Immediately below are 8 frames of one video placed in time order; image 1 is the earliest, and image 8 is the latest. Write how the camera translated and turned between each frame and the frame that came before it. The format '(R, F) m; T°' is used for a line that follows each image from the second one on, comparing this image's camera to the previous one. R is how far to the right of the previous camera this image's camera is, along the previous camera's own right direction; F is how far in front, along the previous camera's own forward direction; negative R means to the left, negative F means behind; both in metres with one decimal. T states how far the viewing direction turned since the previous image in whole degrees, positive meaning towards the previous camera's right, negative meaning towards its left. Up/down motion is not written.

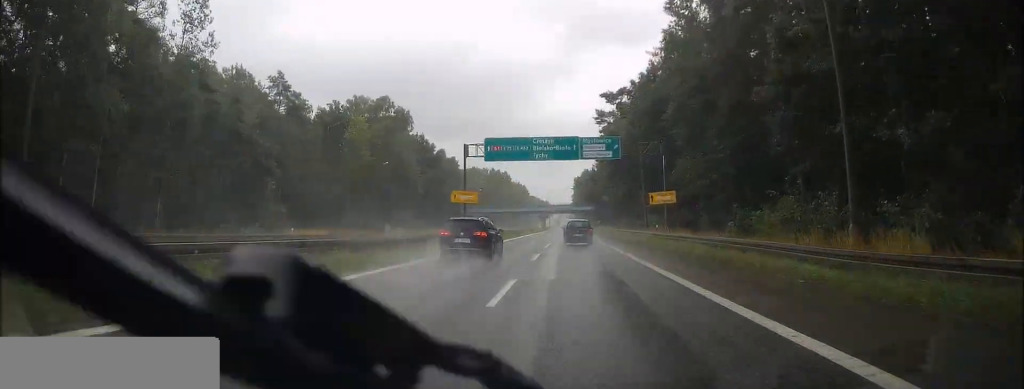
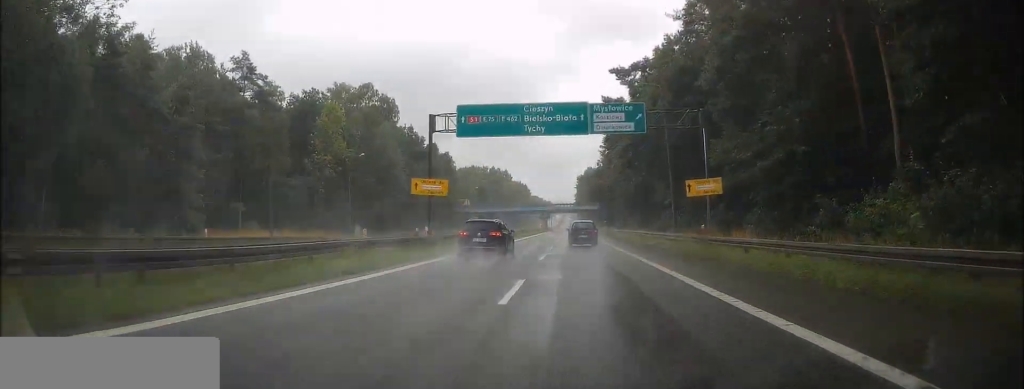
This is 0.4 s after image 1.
(0.0, +11.5) m; 0°
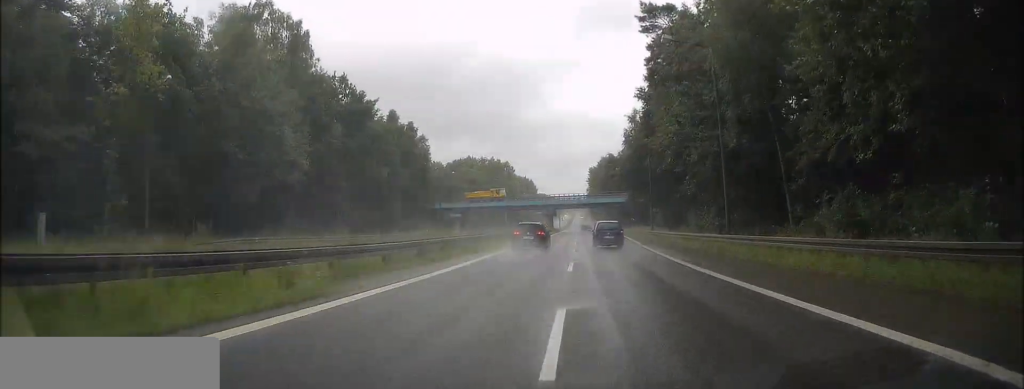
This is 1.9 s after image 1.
(-0.3, +40.5) m; 0°
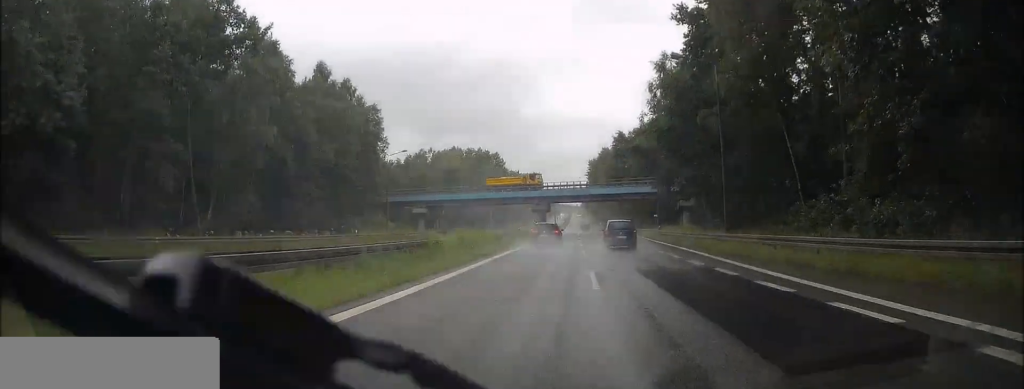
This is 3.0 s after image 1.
(0.0, +28.8) m; 0°
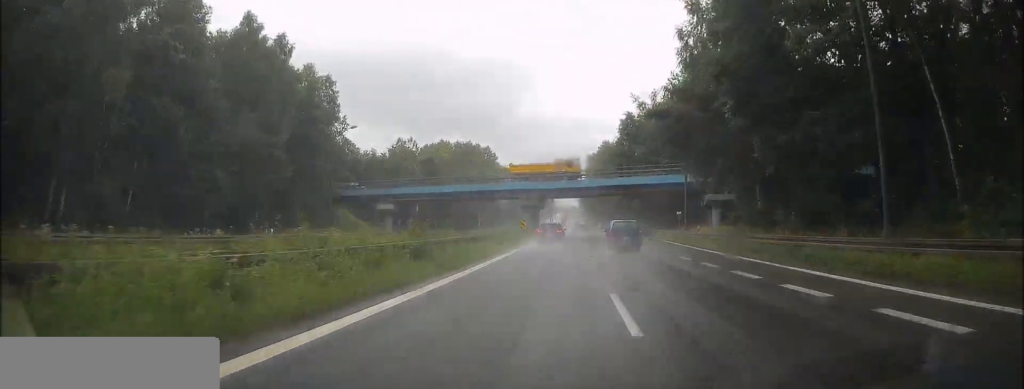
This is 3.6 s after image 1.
(0.0, +17.0) m; 0°
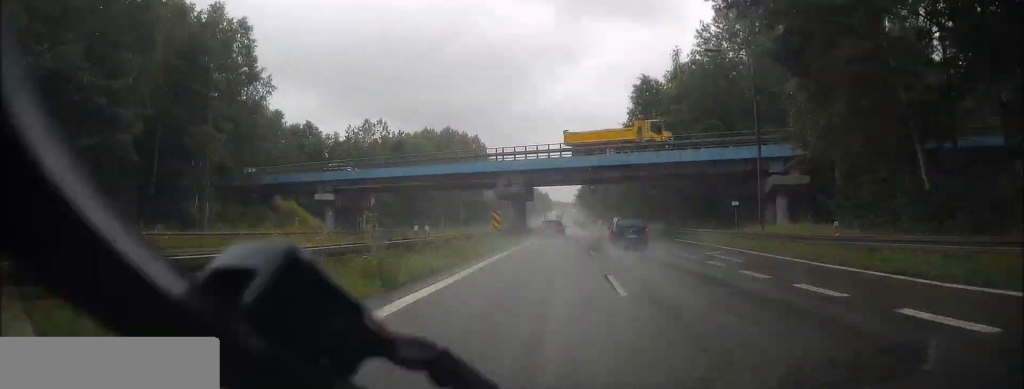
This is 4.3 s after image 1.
(+0.1, +20.1) m; 0°
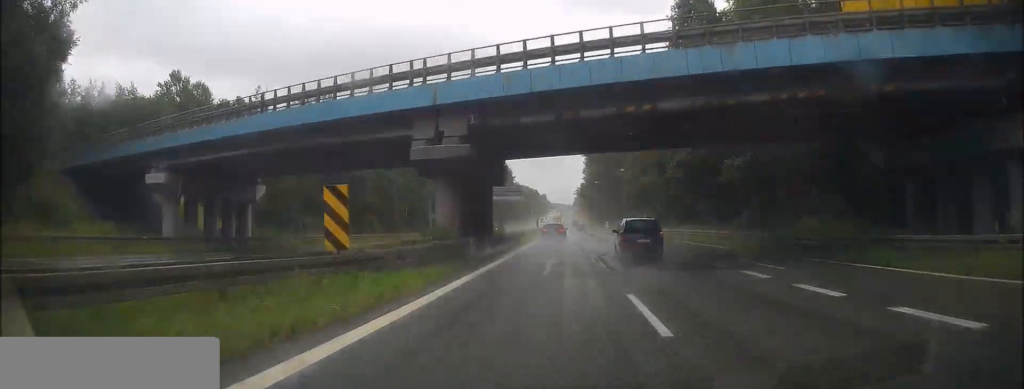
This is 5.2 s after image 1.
(-0.2, +27.4) m; 0°
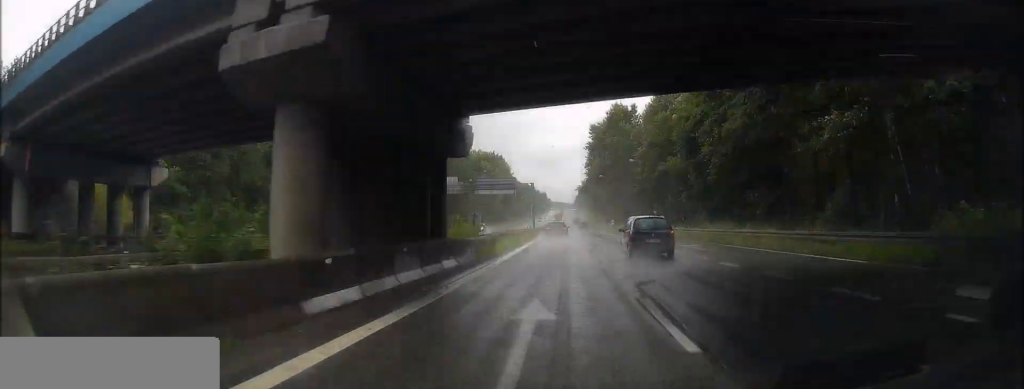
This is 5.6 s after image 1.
(+0.1, +13.0) m; 0°
